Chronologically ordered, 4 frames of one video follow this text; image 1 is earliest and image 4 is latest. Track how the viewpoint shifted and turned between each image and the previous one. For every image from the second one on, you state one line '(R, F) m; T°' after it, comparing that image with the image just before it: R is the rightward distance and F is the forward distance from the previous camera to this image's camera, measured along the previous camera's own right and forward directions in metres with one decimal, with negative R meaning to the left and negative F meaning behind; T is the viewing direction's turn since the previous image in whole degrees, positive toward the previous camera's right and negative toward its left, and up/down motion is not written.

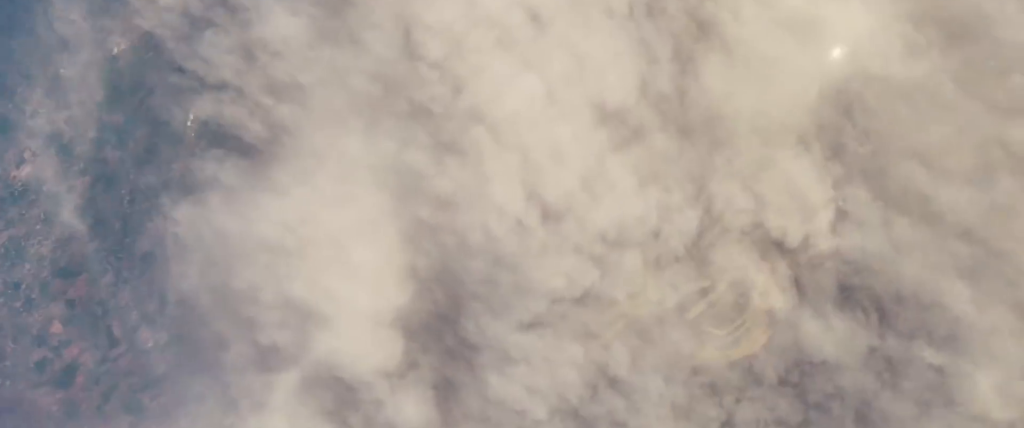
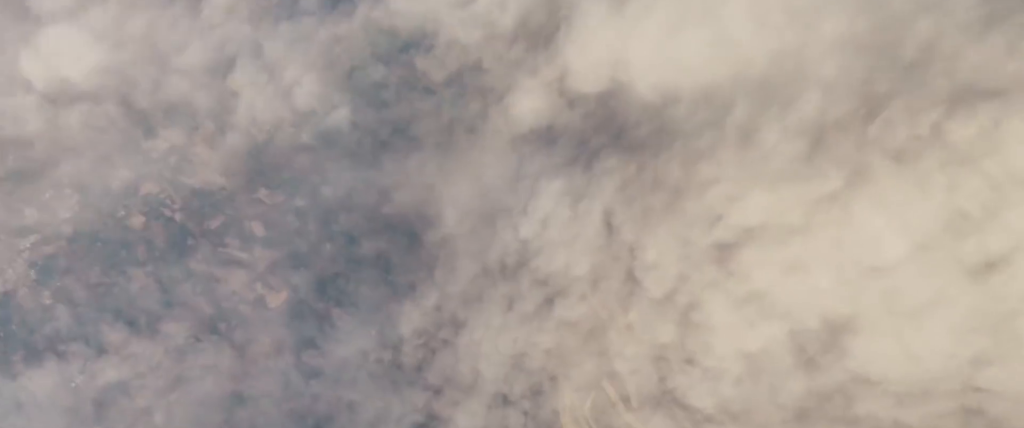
(-0.6, +11.1) m; 0°
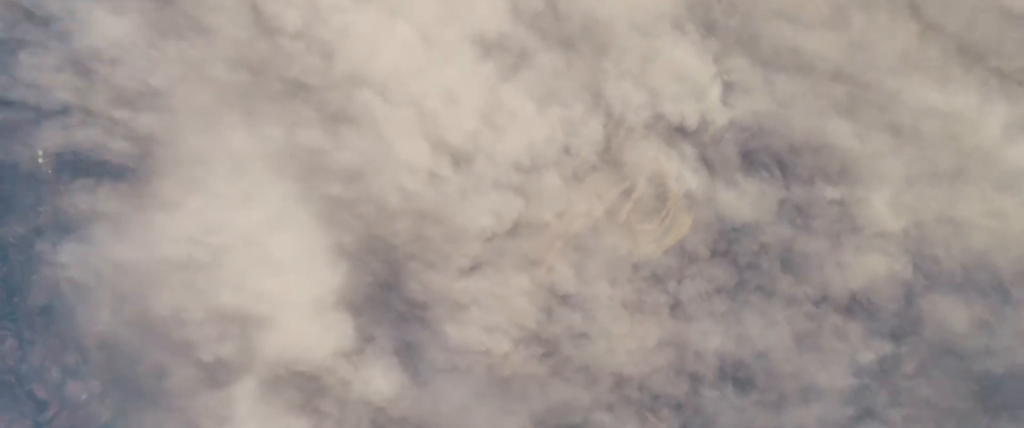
(-3.4, +50.8) m; -9°
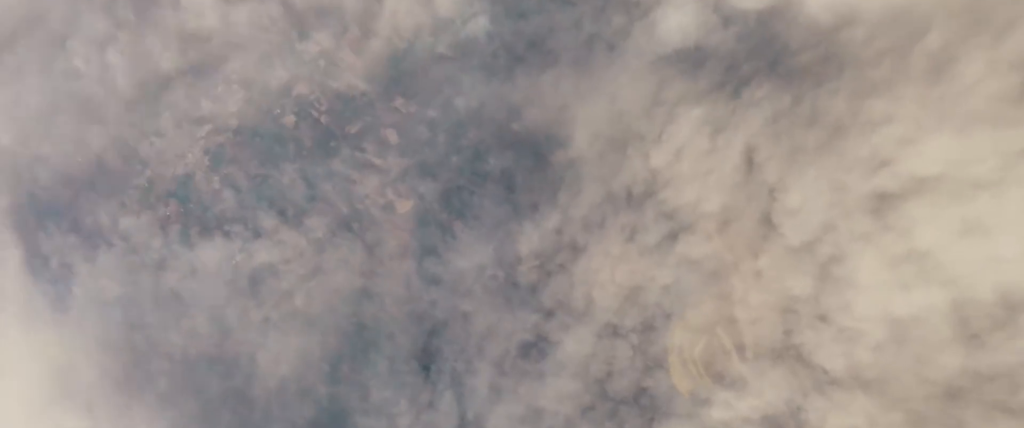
(+2.4, +42.3) m; 0°
